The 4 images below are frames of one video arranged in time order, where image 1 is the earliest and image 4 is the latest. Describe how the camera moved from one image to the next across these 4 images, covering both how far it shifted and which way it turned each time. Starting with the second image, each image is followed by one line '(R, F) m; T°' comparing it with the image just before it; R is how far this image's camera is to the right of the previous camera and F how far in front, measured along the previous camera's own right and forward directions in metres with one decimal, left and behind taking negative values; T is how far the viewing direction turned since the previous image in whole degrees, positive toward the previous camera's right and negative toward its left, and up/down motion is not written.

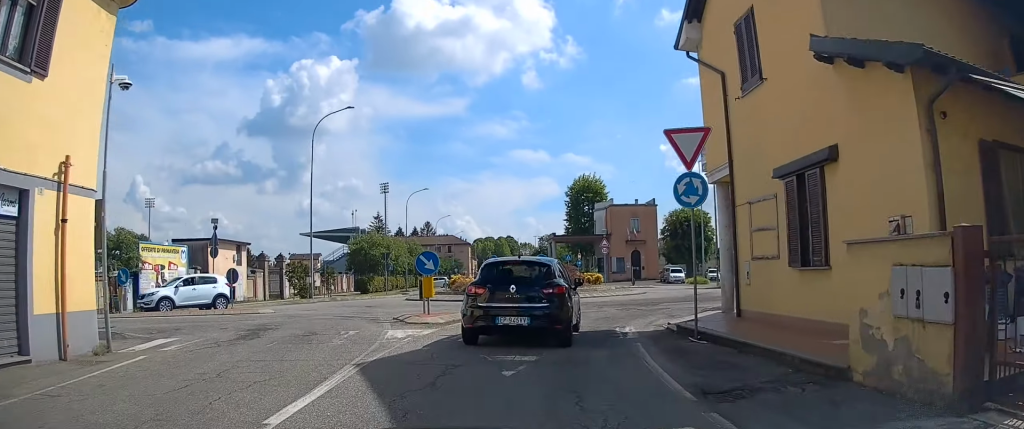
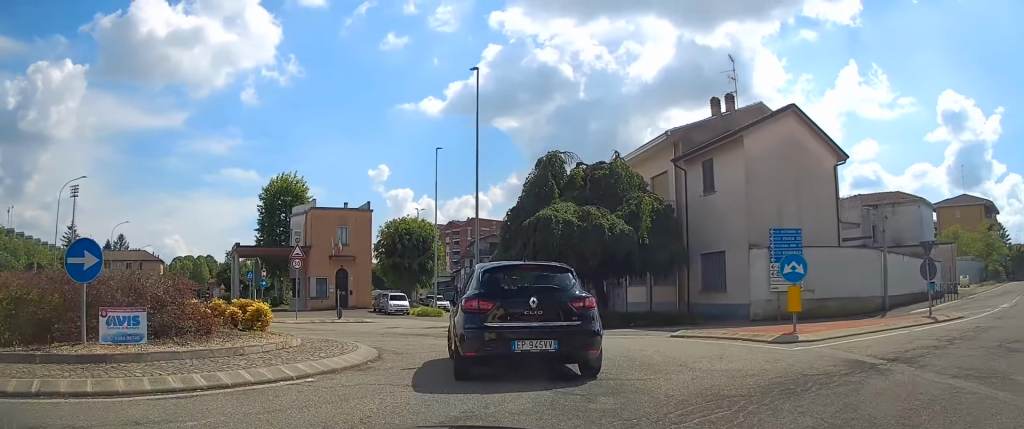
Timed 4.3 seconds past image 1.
(+2.9, +18.4) m; +23°
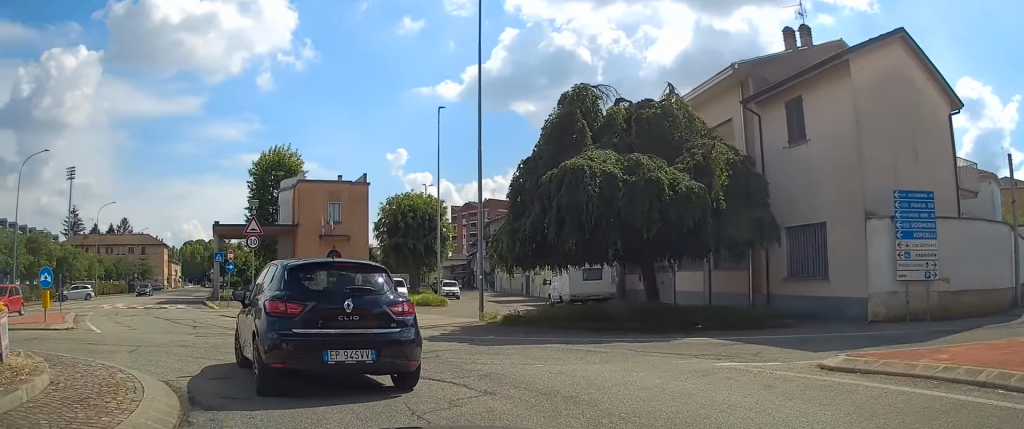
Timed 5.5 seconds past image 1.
(+0.1, +7.0) m; -5°
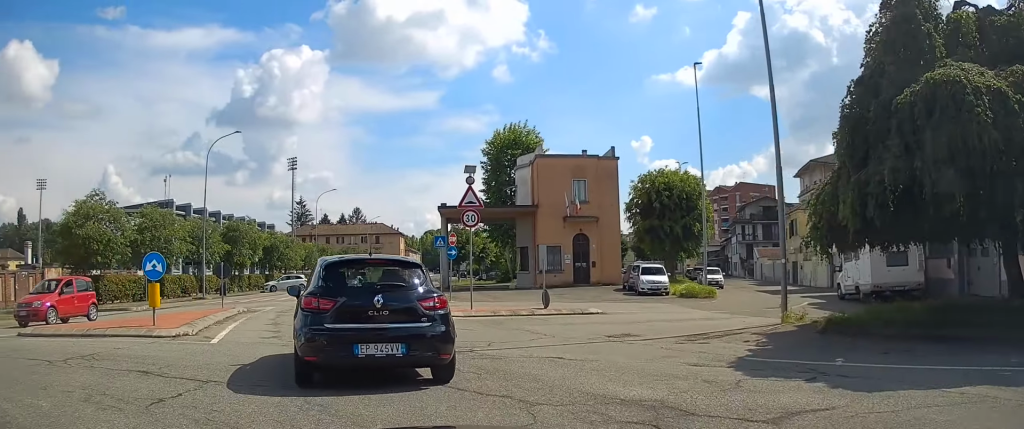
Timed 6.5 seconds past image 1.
(-0.6, +6.2) m; -14°
